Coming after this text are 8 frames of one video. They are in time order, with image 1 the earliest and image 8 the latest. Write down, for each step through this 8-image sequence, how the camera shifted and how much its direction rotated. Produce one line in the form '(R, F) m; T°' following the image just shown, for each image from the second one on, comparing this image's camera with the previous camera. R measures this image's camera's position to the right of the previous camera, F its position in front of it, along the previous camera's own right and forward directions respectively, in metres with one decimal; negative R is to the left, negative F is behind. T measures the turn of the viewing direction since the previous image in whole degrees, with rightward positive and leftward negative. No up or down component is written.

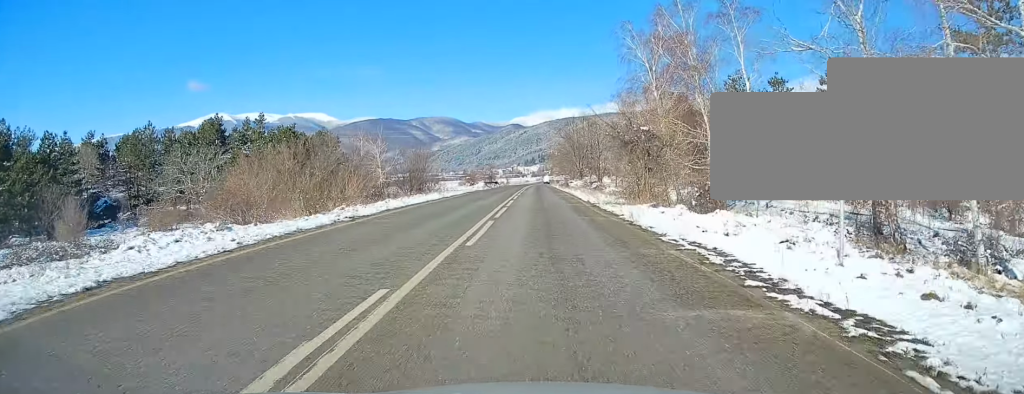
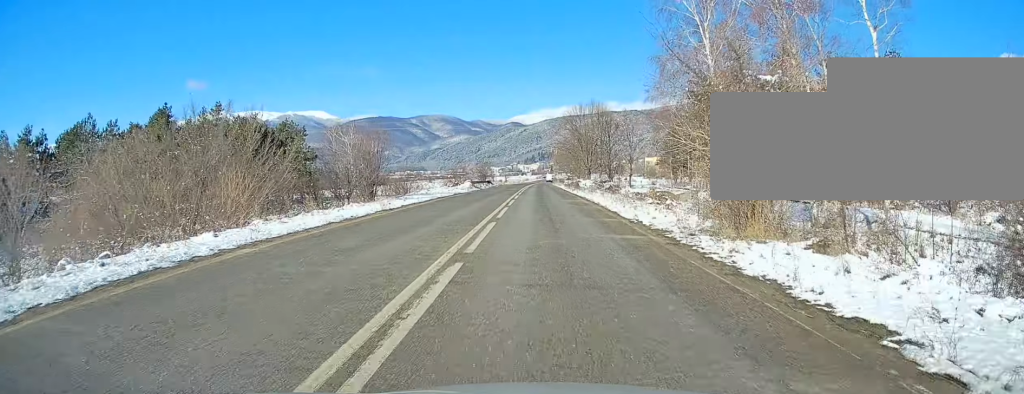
(0.0, +16.4) m; 0°
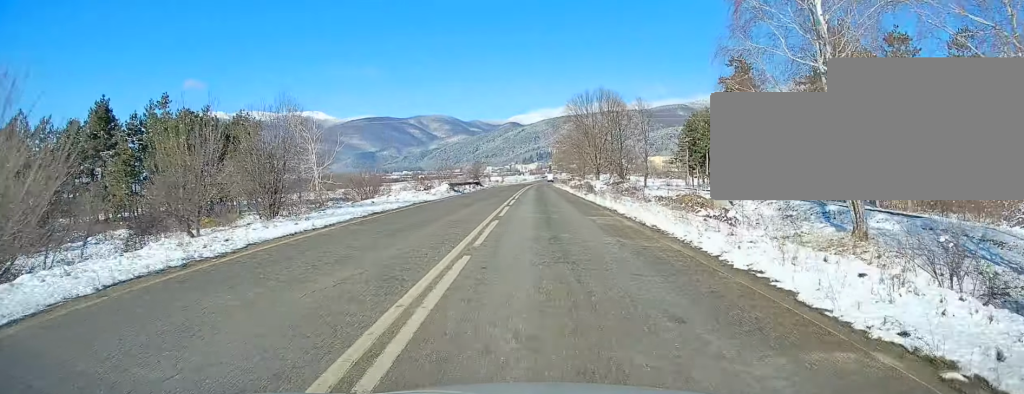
(0.0, +14.9) m; 0°
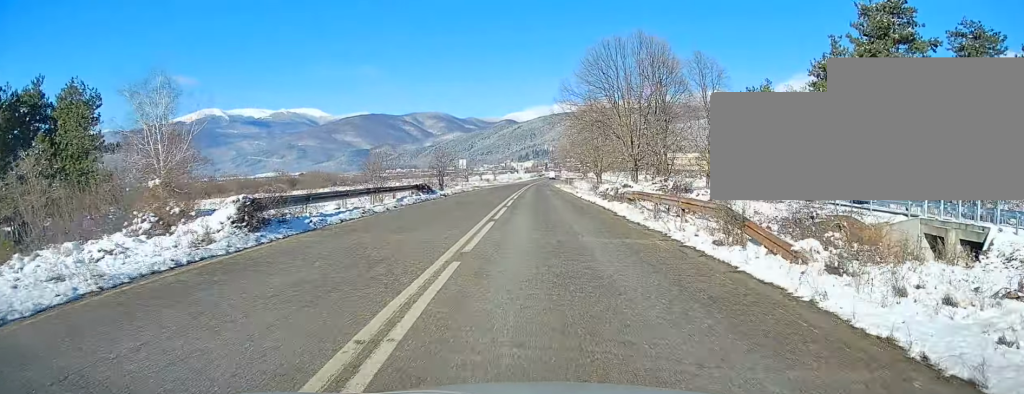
(+0.1, +32.0) m; 0°
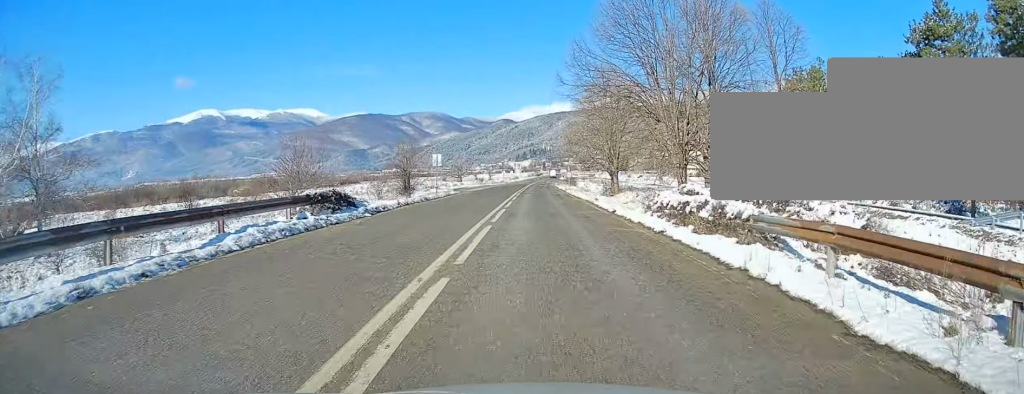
(0.0, +16.3) m; 0°
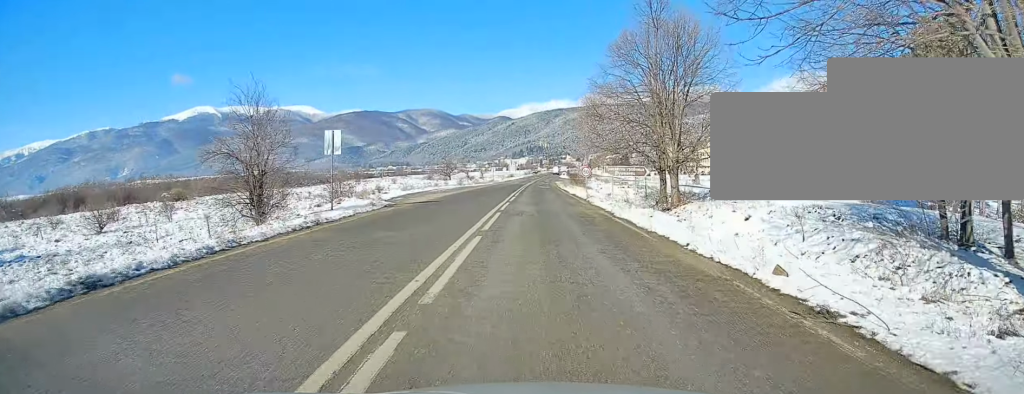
(+0.1, +25.5) m; 0°
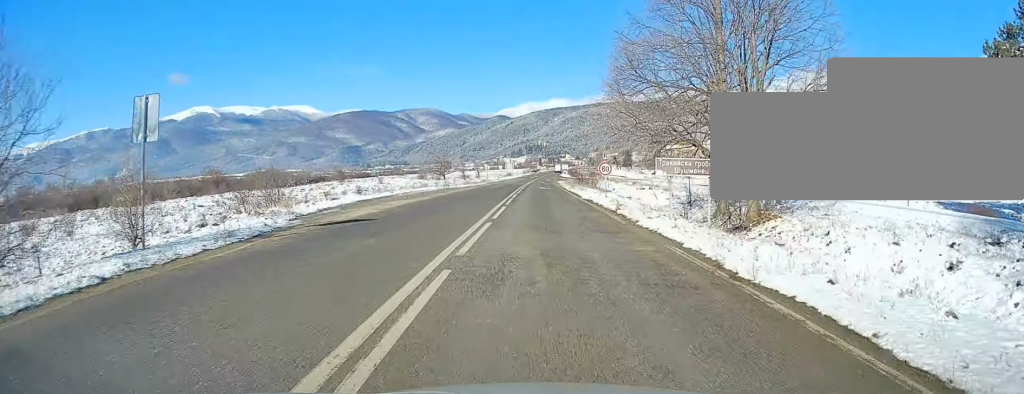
(0.0, +12.3) m; 0°
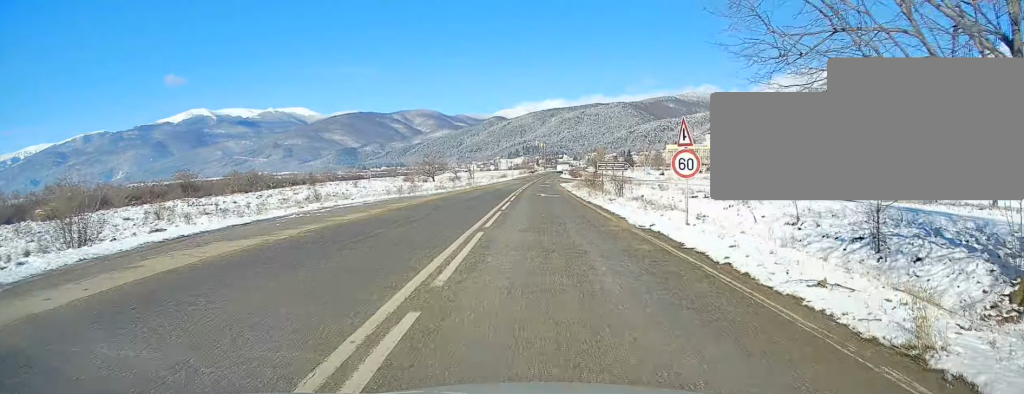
(0.0, +17.7) m; 0°
